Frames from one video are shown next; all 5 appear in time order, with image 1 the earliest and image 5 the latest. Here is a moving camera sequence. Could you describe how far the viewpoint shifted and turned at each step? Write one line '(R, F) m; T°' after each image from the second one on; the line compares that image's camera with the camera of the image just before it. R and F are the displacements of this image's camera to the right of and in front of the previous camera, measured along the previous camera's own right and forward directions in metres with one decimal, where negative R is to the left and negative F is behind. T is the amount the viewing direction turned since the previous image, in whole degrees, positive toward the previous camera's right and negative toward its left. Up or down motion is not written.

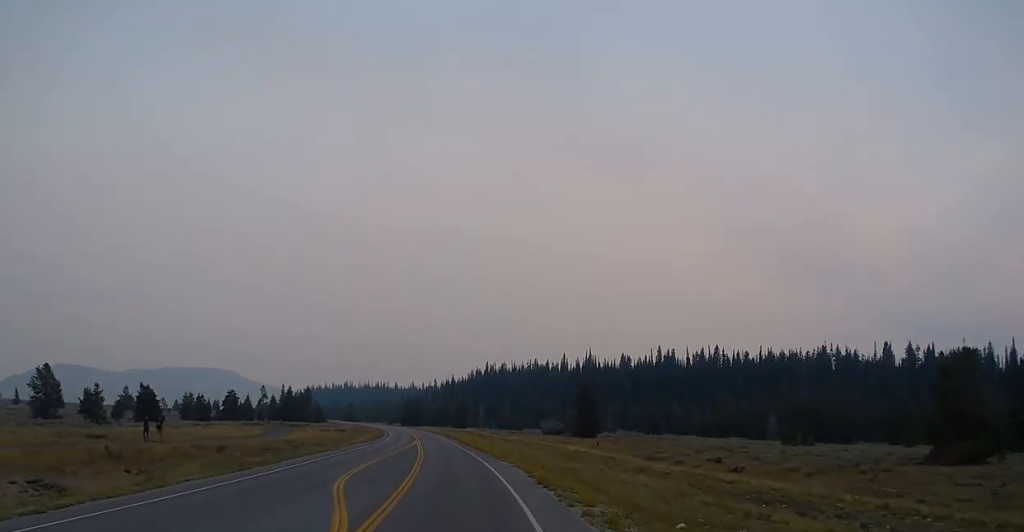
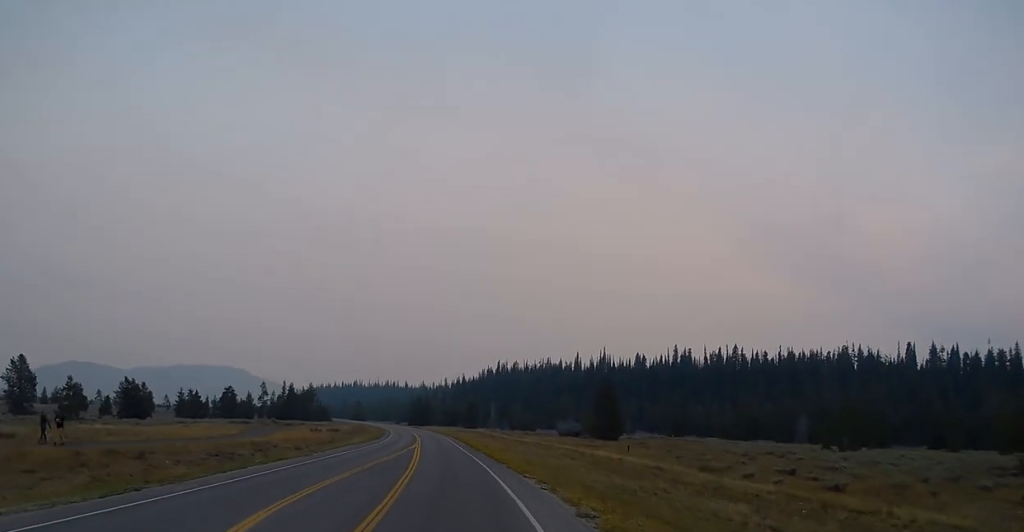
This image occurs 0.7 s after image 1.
(+0.2, +11.5) m; -1°
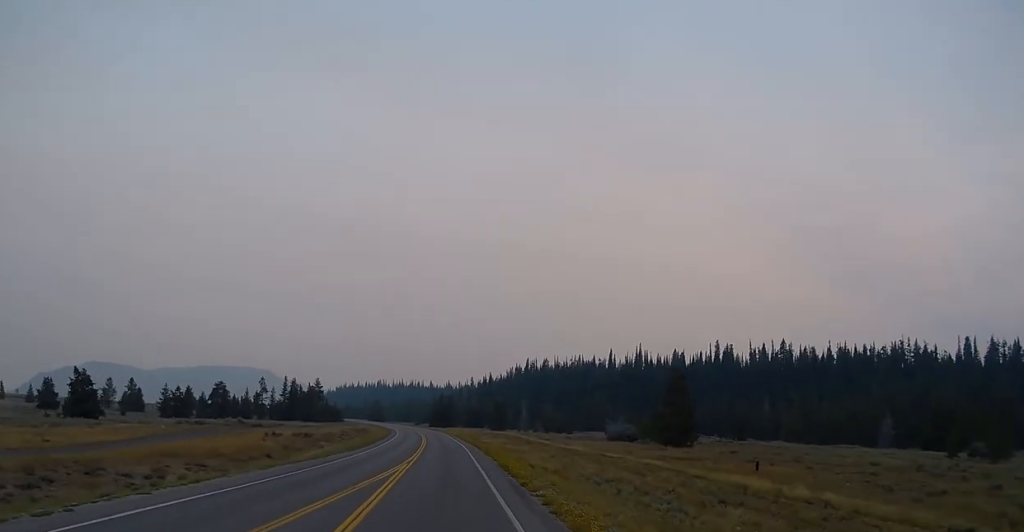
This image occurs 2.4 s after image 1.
(-1.1, +27.7) m; -3°
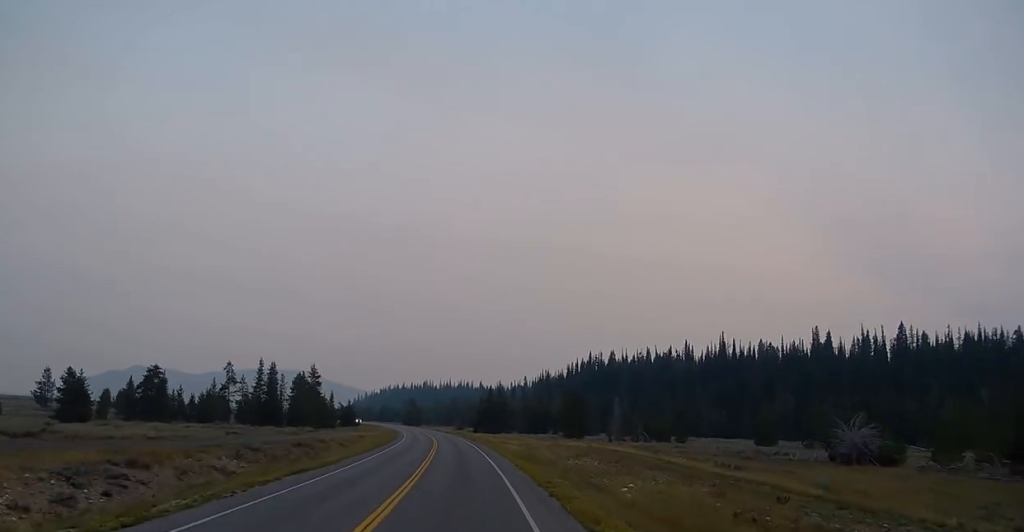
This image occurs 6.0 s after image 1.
(-0.6, +64.3) m; -3°
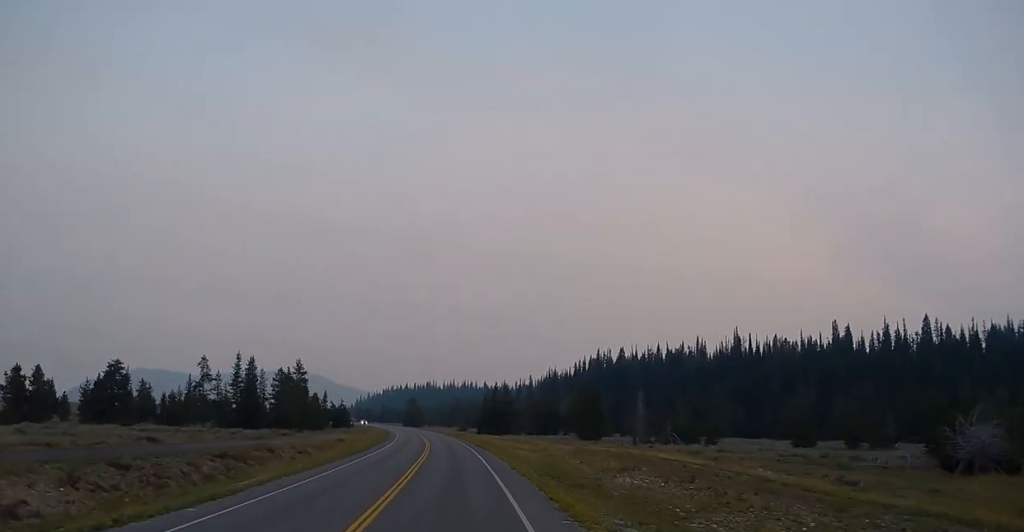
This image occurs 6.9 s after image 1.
(-0.4, +15.4) m; -1°
